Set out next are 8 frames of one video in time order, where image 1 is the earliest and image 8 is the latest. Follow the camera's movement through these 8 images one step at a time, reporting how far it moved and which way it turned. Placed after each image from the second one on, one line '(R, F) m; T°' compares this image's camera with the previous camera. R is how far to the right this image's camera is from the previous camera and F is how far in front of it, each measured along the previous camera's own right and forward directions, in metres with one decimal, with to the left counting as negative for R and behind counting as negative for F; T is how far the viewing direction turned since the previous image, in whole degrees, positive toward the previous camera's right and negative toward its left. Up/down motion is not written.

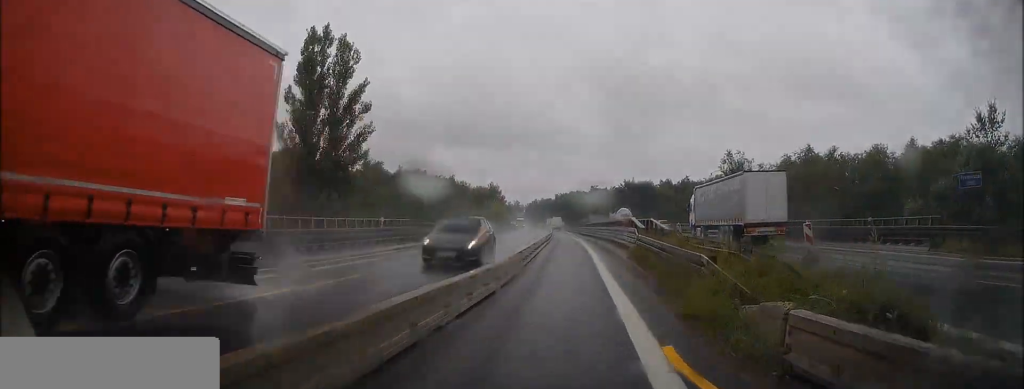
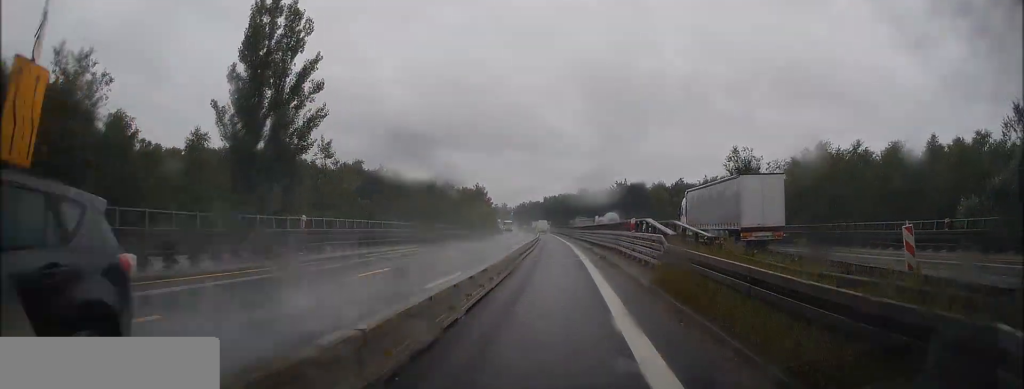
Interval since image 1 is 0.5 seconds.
(+0.1, +6.9) m; +1°
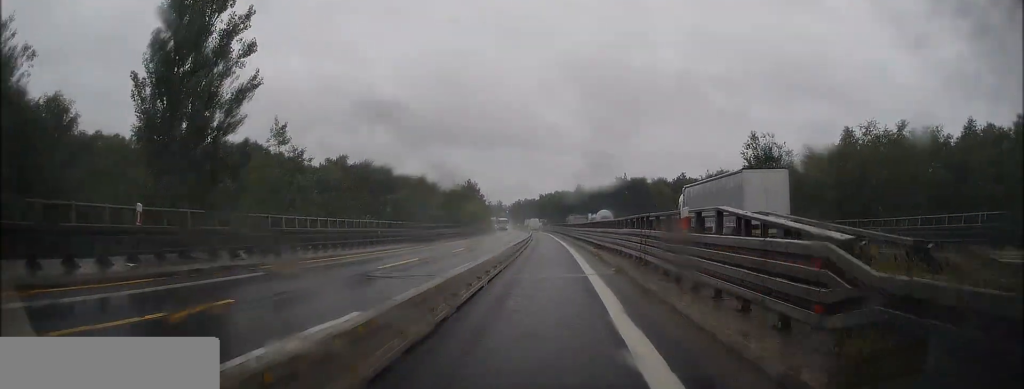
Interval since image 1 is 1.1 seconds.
(+0.1, +8.0) m; 0°
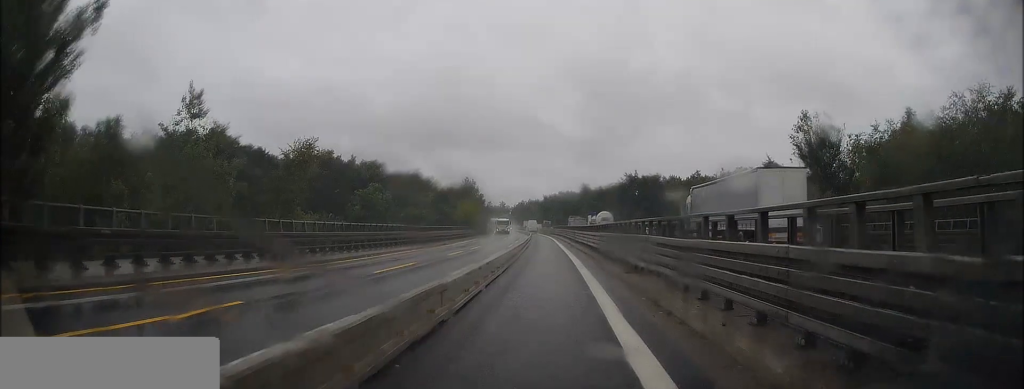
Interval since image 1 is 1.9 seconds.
(0.0, +11.9) m; 0°
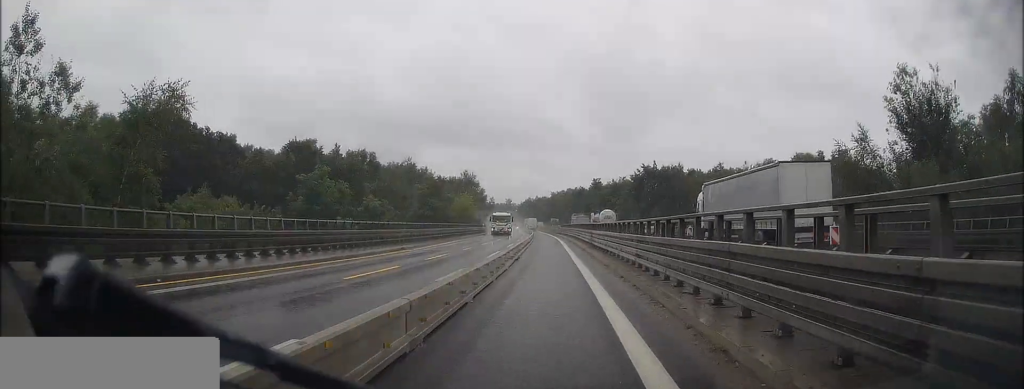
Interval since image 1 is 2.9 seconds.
(-0.1, +14.0) m; -1°
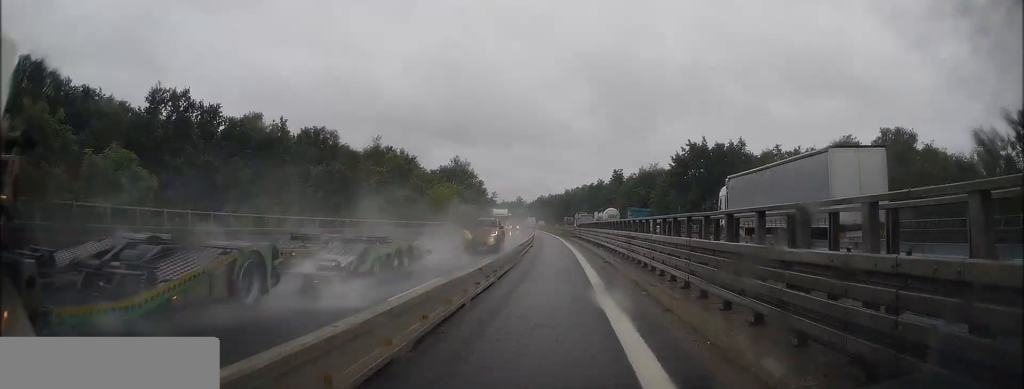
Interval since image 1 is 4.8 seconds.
(-0.2, +28.3) m; -1°
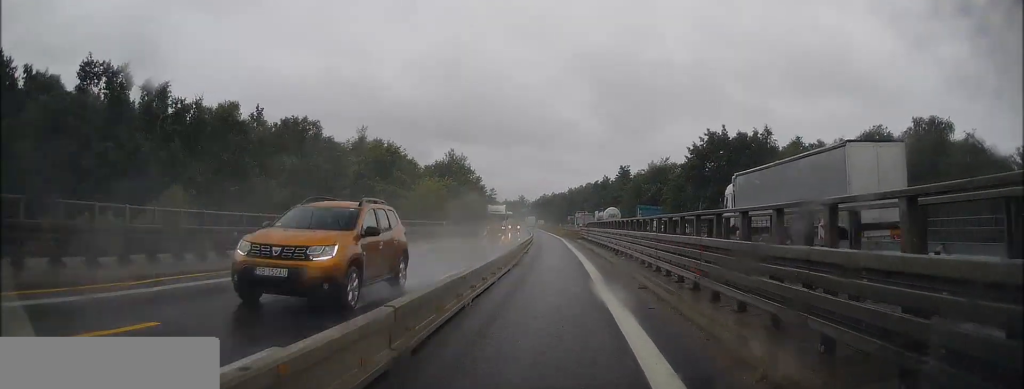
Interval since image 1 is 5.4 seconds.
(0.0, +8.3) m; 0°
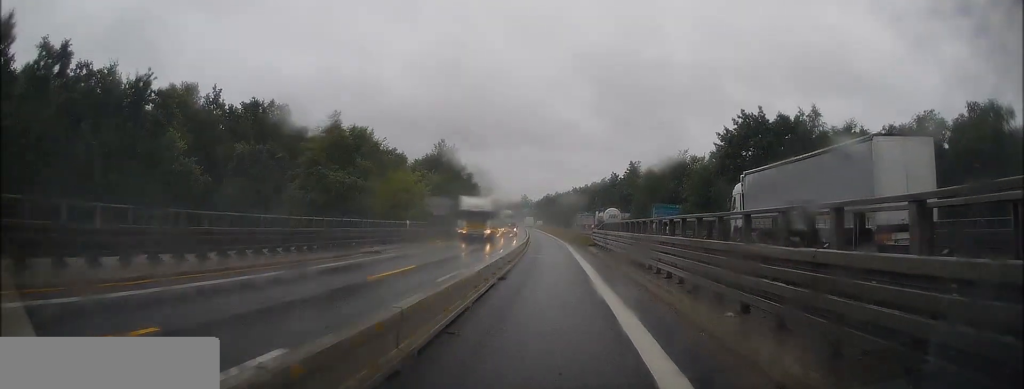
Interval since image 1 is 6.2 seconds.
(0.0, +11.9) m; -1°
